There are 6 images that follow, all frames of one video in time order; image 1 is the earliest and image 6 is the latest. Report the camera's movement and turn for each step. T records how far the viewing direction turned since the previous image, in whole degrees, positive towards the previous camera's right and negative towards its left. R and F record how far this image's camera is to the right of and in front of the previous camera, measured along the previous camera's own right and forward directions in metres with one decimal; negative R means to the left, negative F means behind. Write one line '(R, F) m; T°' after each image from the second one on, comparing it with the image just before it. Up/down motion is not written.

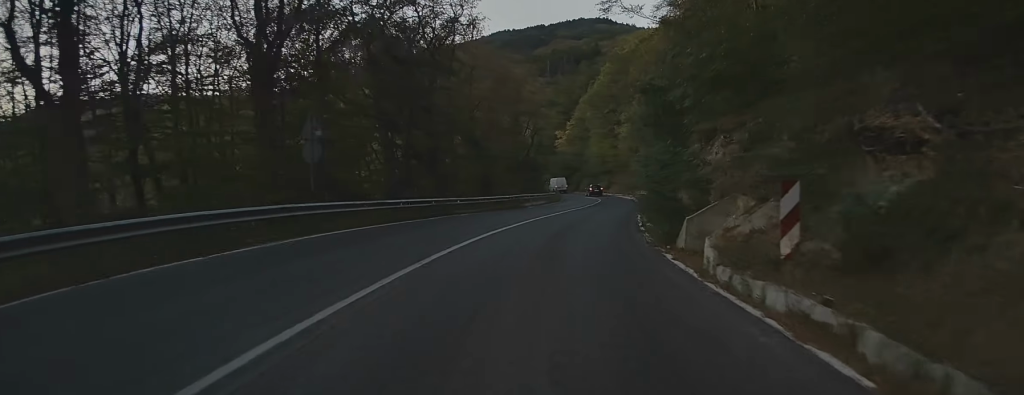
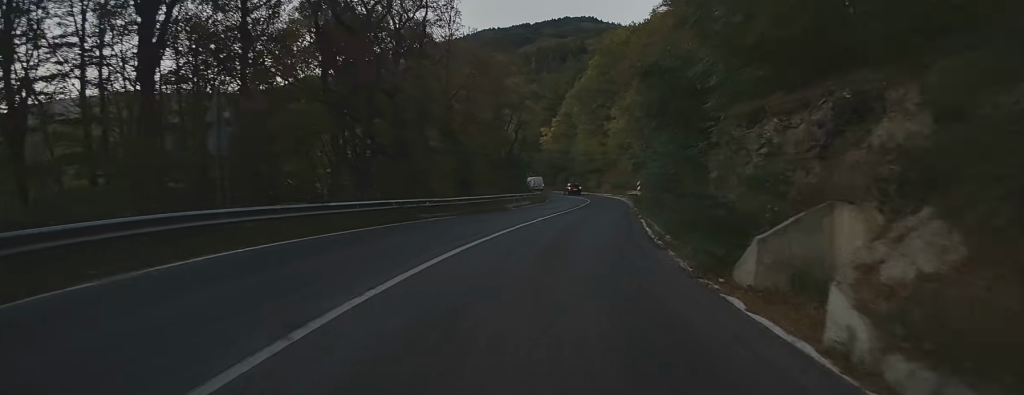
(+0.1, +5.5) m; +3°
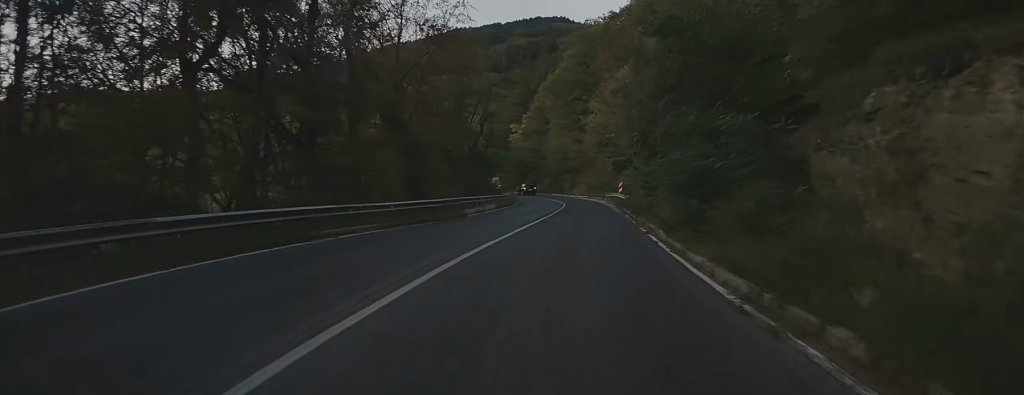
(+0.3, +8.7) m; +2°
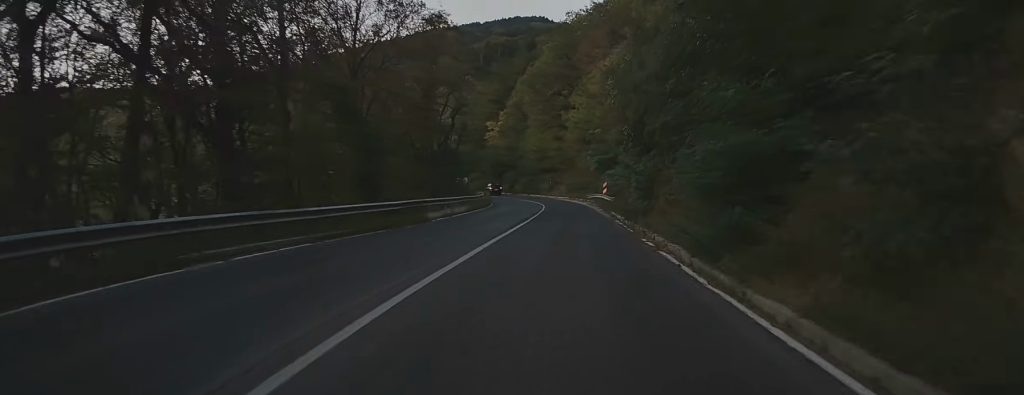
(+0.1, +5.2) m; +1°
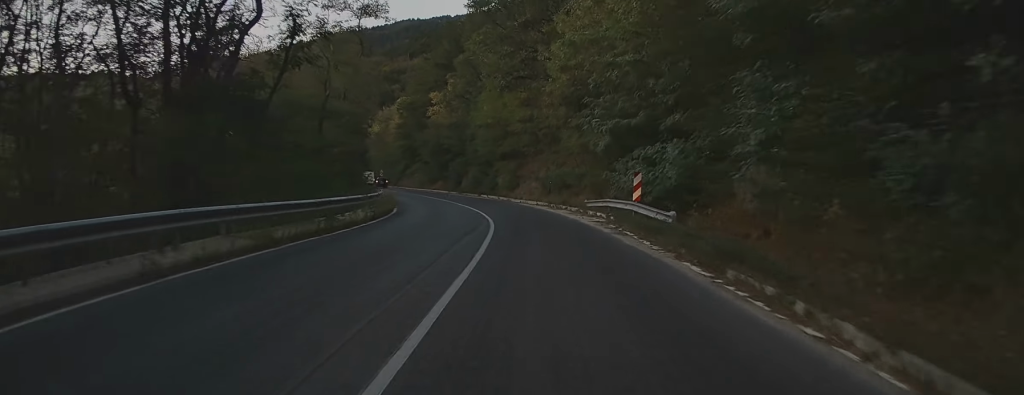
(+0.1, +33.0) m; 0°
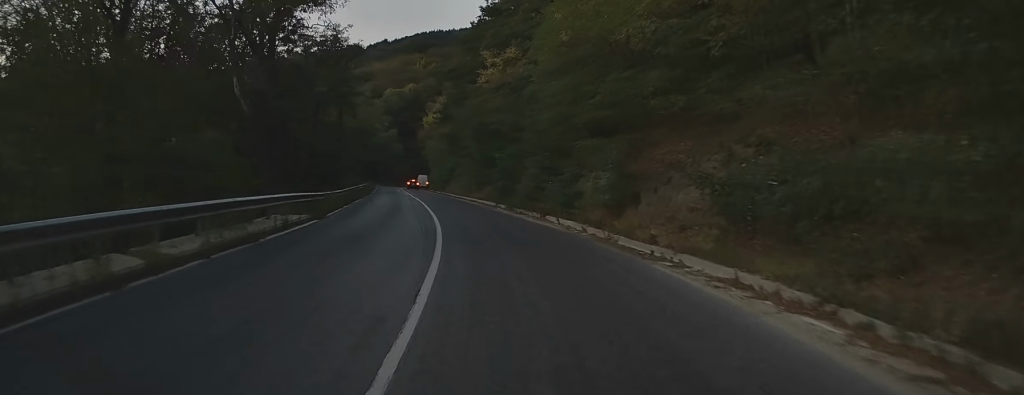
(-1.1, +29.2) m; -8°
